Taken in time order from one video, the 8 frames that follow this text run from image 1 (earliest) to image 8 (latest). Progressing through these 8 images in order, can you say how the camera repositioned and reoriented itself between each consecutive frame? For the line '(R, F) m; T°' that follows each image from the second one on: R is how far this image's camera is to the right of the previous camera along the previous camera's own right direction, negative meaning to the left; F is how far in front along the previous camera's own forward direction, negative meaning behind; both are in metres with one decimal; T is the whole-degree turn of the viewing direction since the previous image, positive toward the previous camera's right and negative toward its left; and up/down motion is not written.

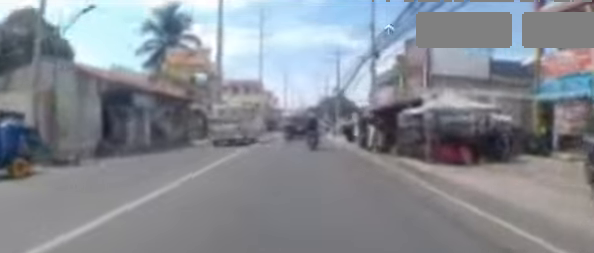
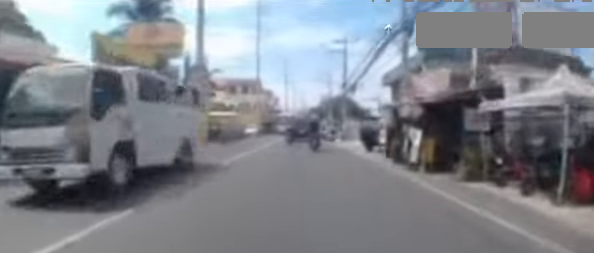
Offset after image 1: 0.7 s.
(0.0, +5.7) m; -1°
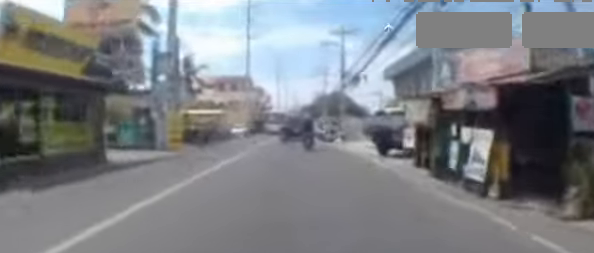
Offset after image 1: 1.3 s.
(0.0, +4.0) m; -1°
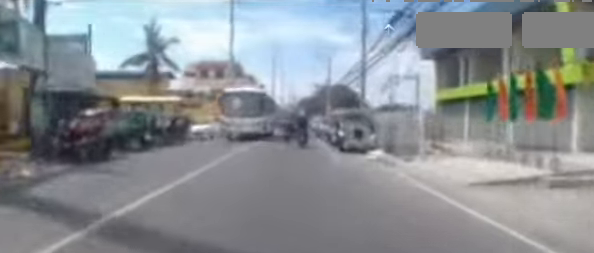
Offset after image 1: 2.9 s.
(-0.2, +11.8) m; -1°
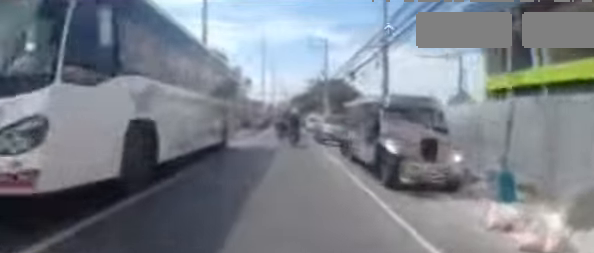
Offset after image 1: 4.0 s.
(0.0, +8.1) m; -2°
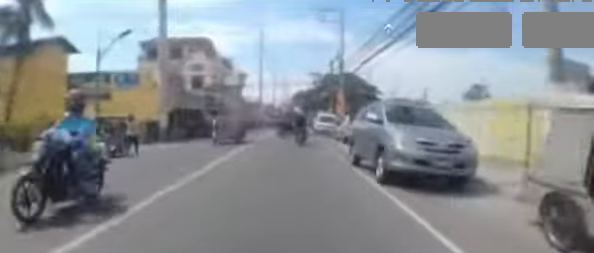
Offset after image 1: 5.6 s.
(+0.4, +11.3) m; +3°
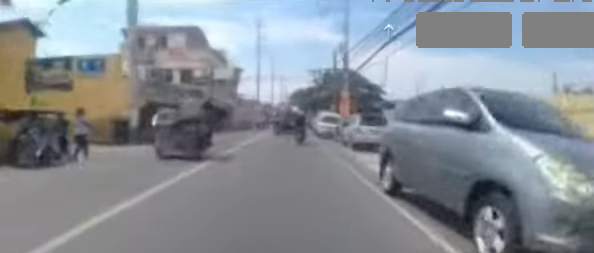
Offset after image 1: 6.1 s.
(+0.4, +3.6) m; -1°
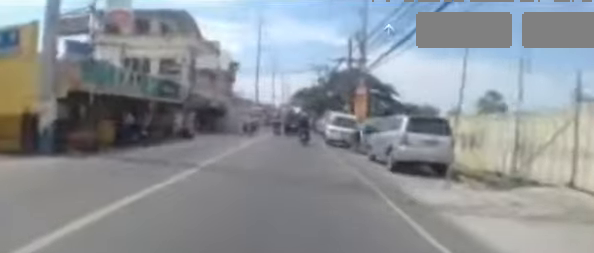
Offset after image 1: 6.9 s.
(-0.9, +6.3) m; -3°
